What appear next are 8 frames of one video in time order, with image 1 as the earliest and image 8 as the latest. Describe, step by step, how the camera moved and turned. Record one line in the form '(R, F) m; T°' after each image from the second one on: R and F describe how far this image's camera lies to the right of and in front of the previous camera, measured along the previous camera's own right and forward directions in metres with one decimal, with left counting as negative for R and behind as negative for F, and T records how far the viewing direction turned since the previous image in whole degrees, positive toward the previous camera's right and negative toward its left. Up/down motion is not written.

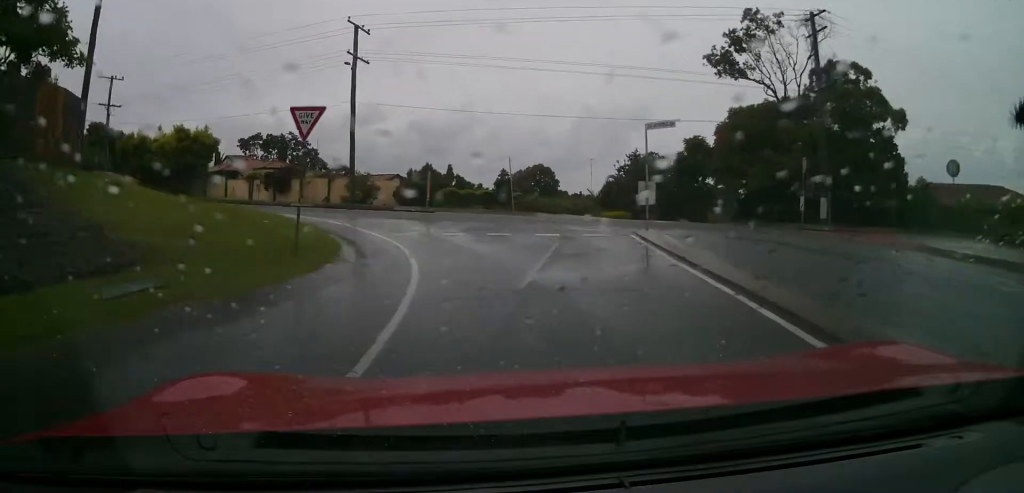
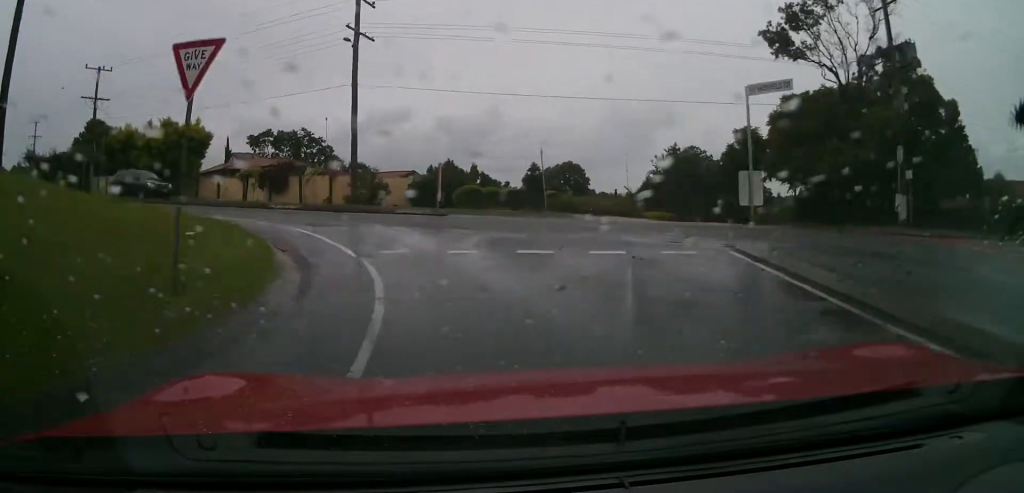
(-0.1, +5.6) m; +6°
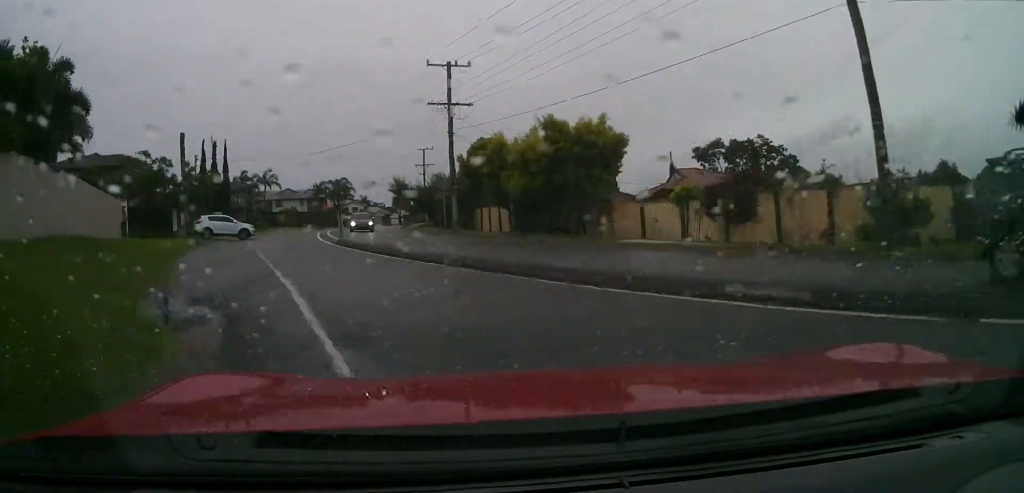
(+0.4, +15.6) m; -20°
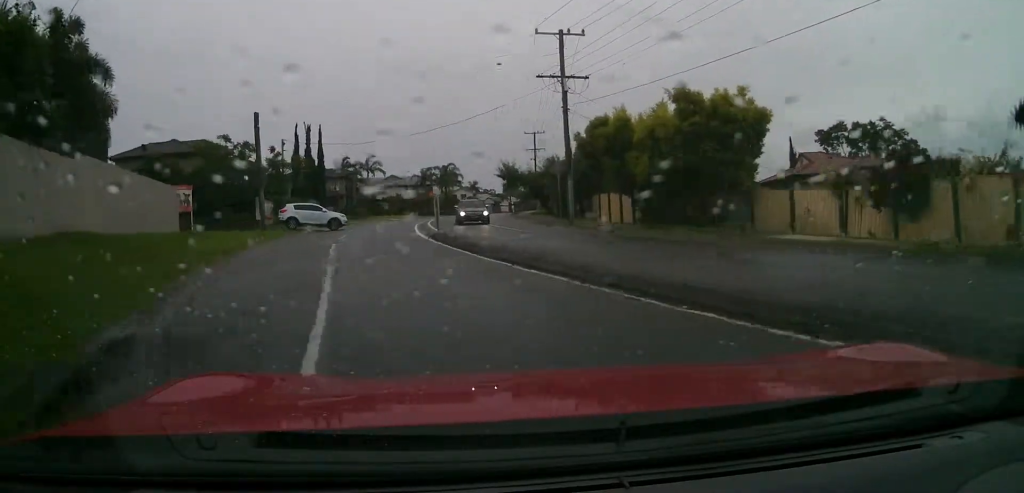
(-0.8, +4.5) m; -7°
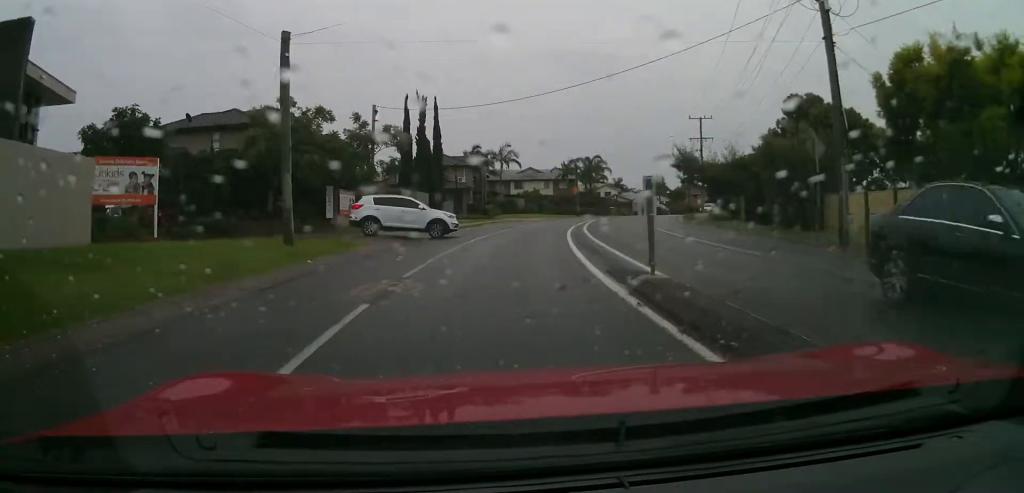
(-2.0, +14.4) m; -9°
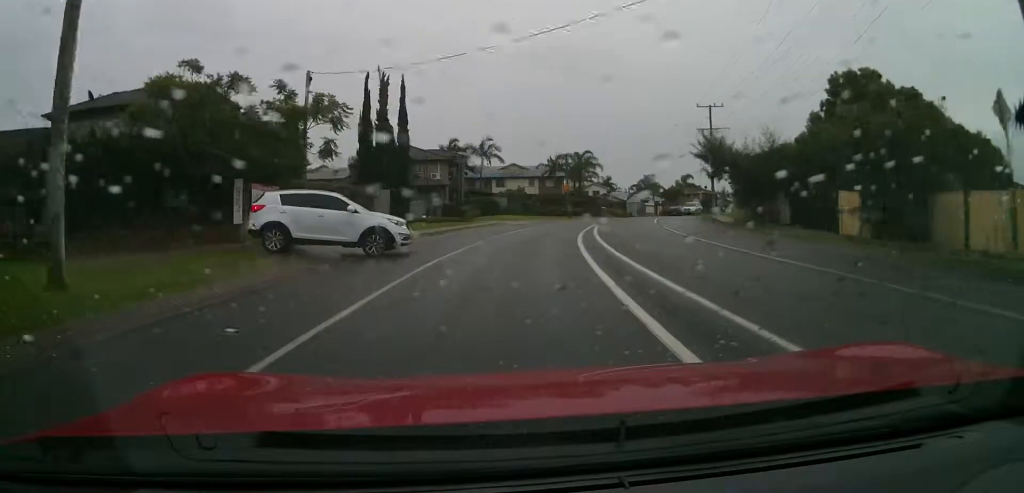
(0.0, +7.8) m; 0°
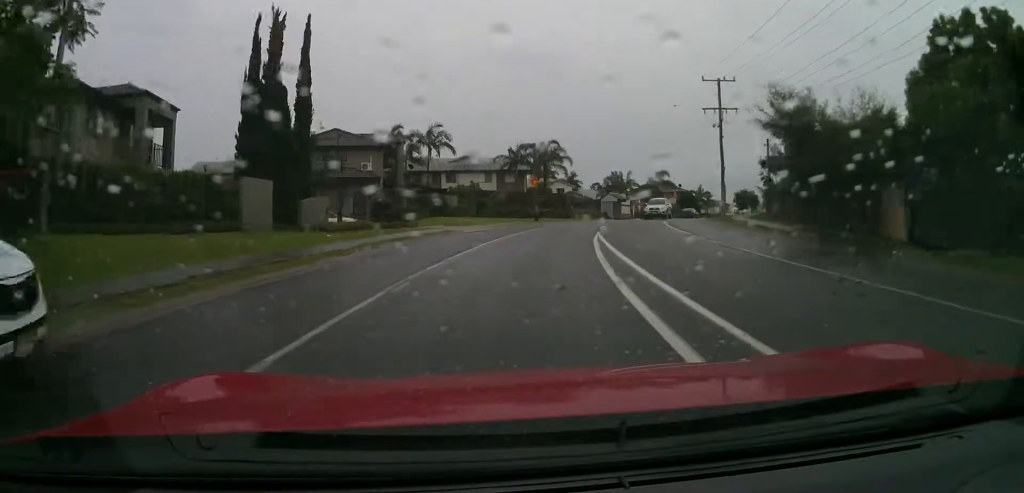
(0.0, +12.1) m; +3°
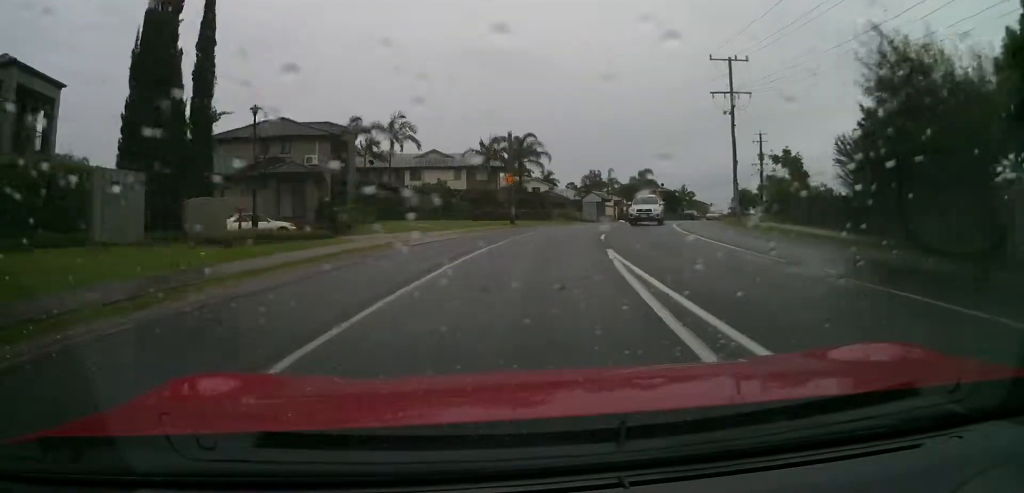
(0.0, +7.5) m; +3°
